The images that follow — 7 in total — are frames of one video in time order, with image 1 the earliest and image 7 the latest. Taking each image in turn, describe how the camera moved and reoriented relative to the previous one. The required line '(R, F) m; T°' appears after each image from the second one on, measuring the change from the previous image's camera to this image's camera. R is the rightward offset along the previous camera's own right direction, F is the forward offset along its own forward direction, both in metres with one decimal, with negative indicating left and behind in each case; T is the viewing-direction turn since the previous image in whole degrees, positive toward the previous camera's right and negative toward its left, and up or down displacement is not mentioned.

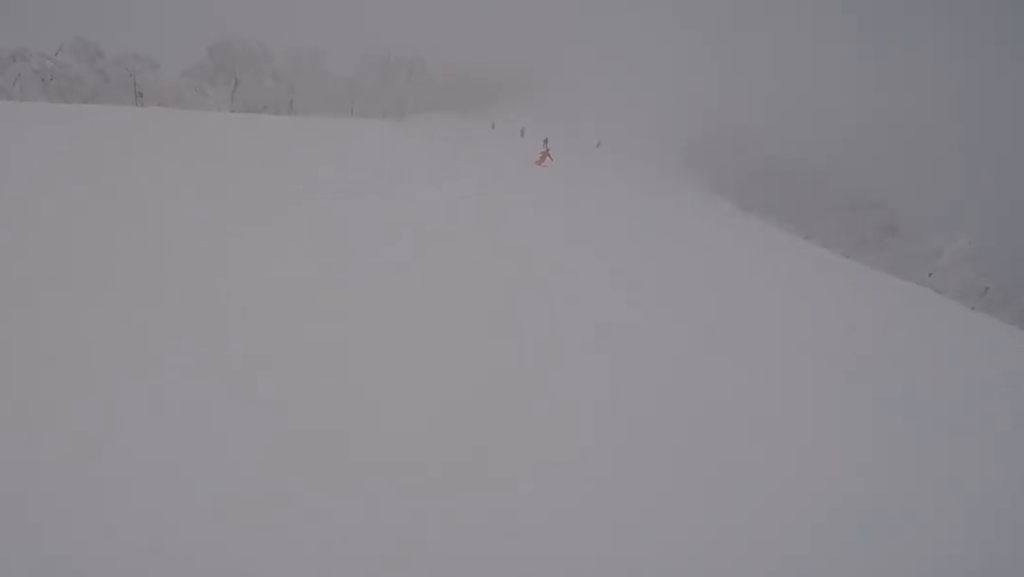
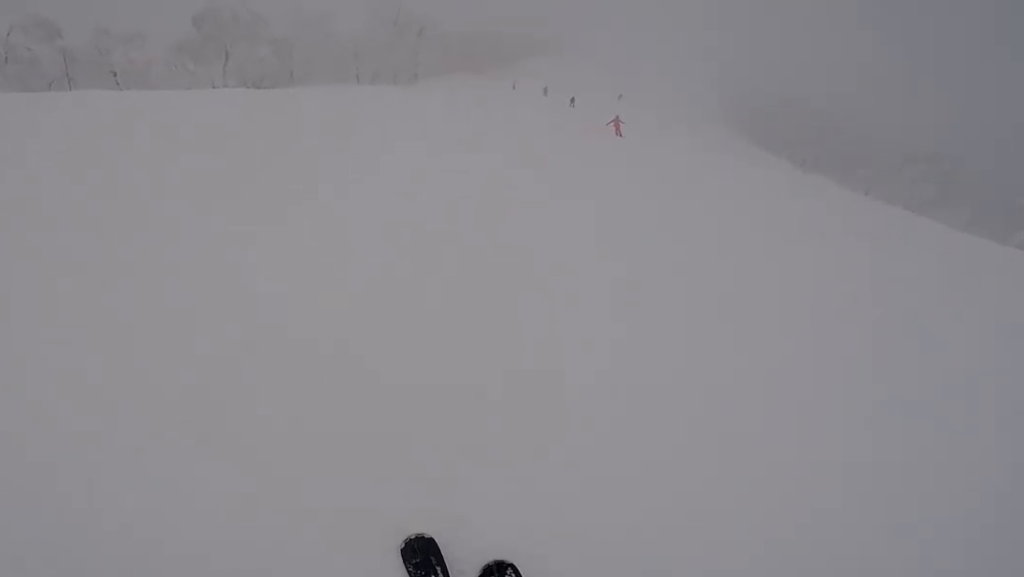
(-0.3, +5.8) m; -2°
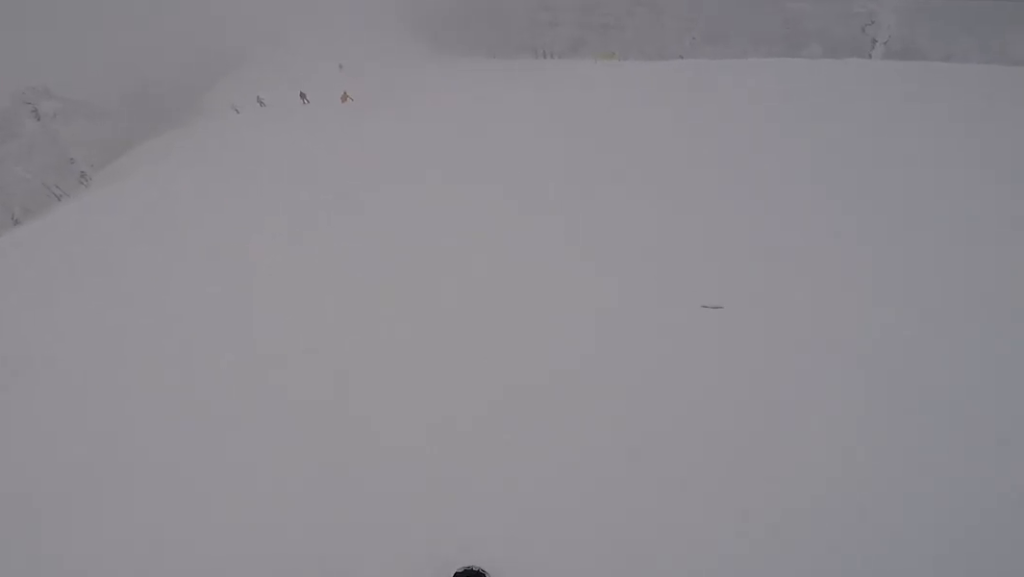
(+4.7, +19.0) m; +23°
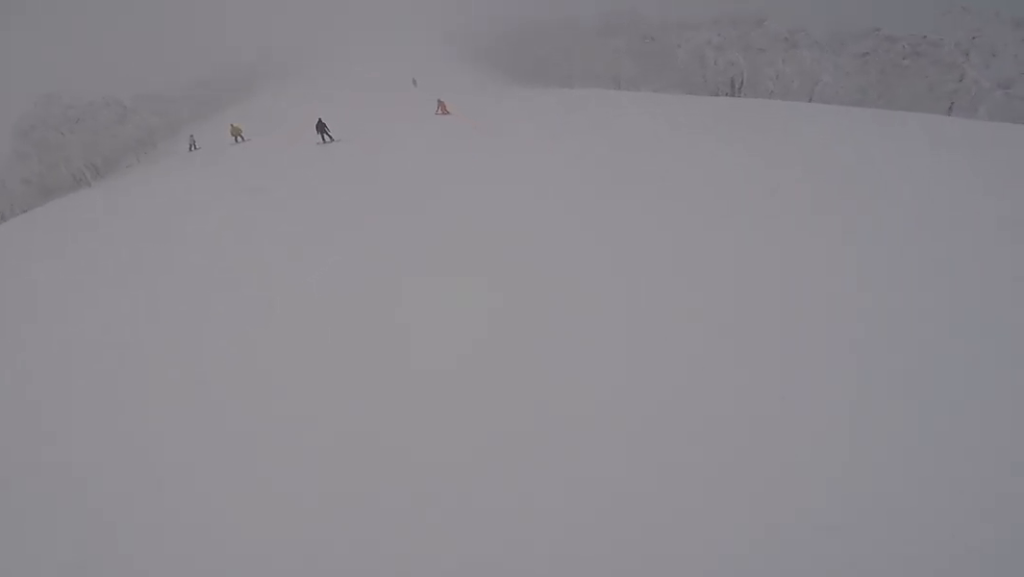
(-0.6, +31.1) m; +4°
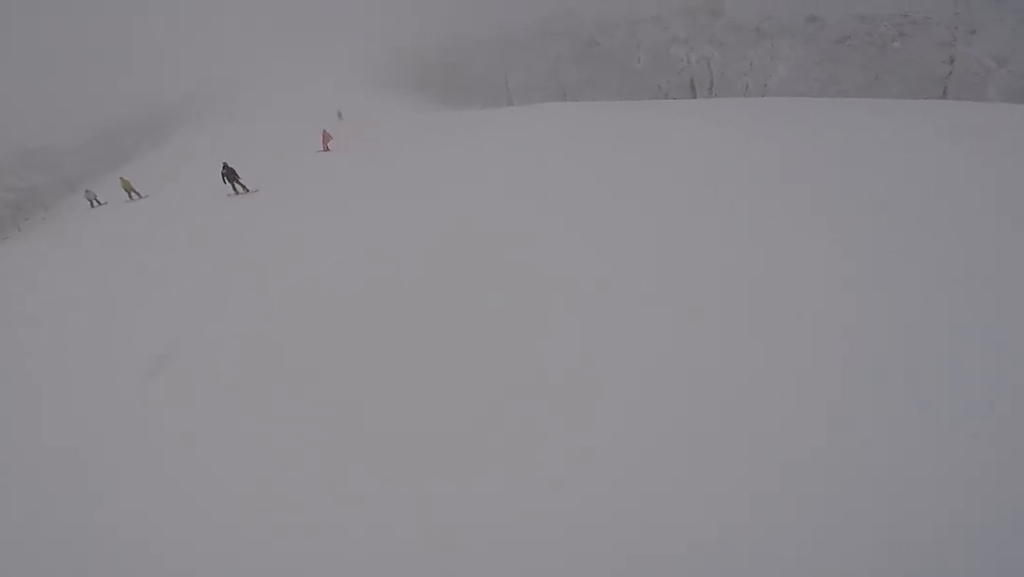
(+0.4, +6.9) m; +1°
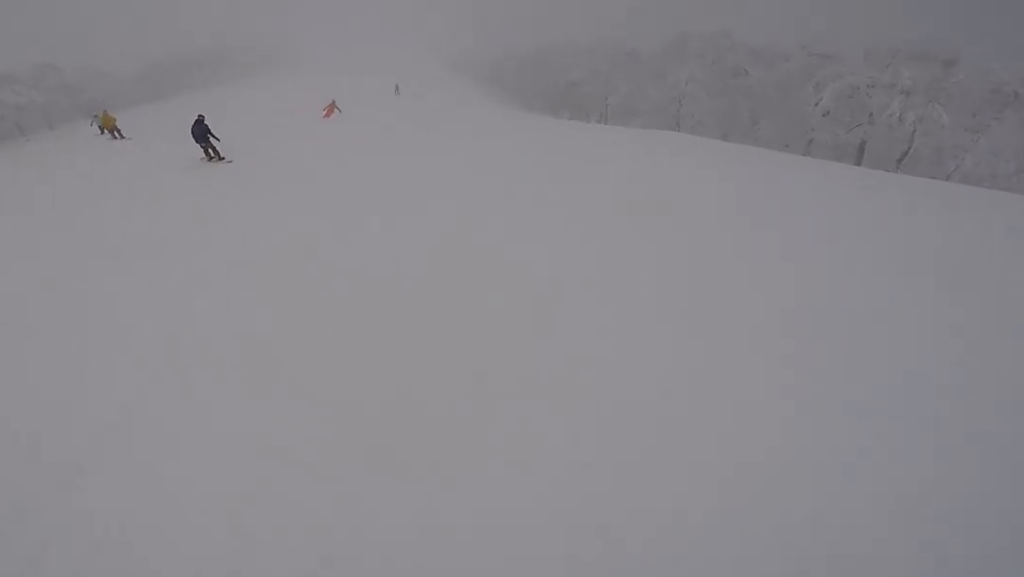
(+0.9, +7.0) m; -1°
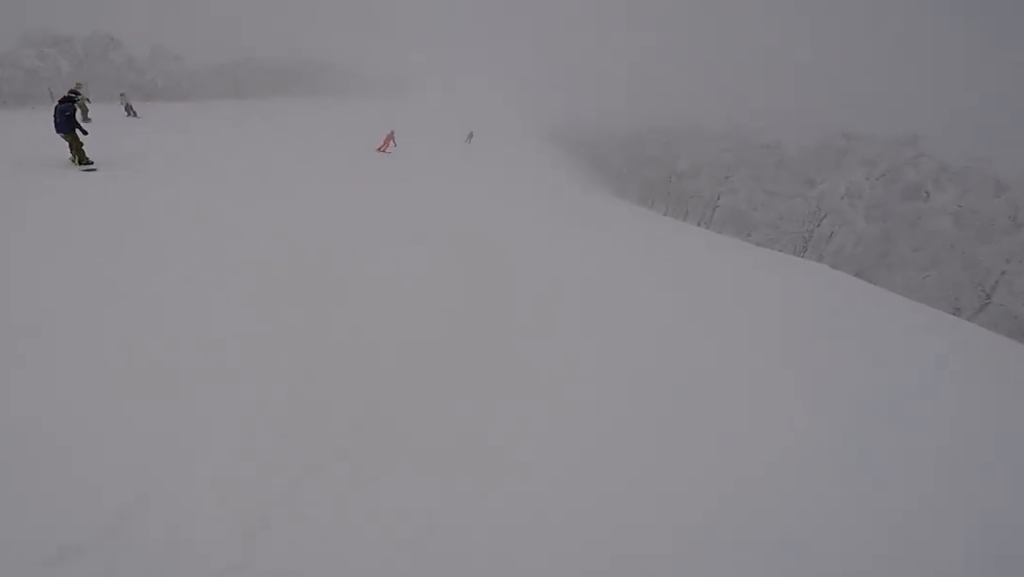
(-0.8, +6.7) m; -6°
